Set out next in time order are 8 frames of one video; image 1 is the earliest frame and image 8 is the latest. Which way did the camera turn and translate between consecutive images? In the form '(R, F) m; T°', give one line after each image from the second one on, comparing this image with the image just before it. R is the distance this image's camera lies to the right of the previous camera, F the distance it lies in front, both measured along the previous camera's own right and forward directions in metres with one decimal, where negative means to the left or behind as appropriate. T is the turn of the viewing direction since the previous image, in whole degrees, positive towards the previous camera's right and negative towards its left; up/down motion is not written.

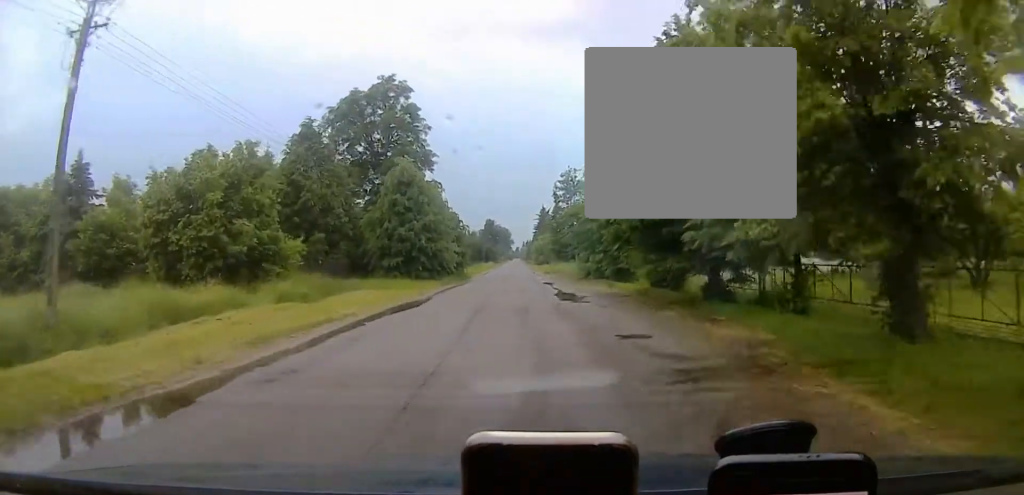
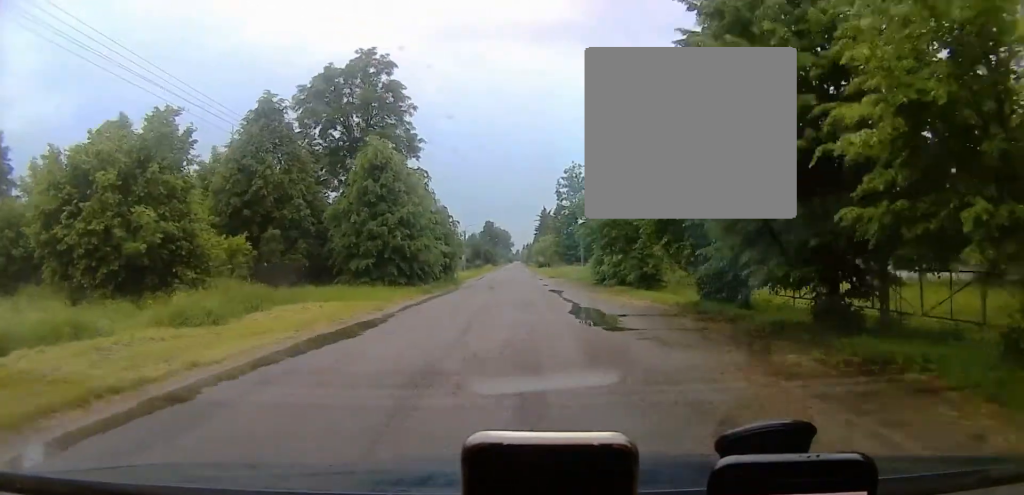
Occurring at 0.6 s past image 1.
(0.0, +8.1) m; +1°
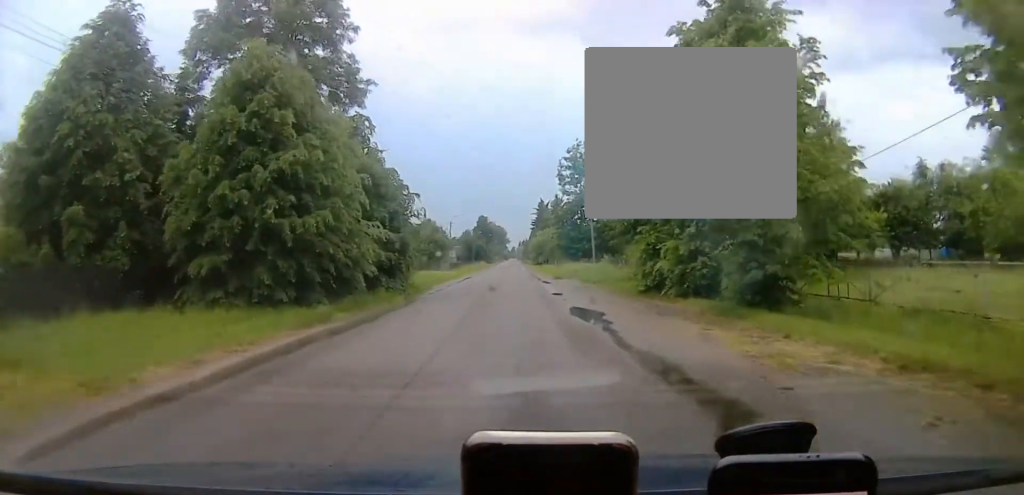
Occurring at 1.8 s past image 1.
(+0.3, +16.0) m; +2°
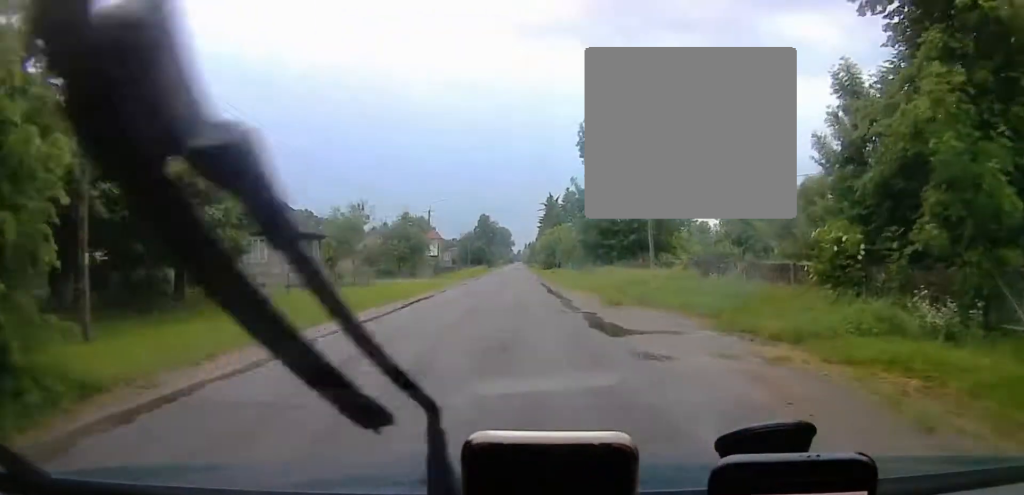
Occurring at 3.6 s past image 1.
(+0.2, +24.2) m; 0°
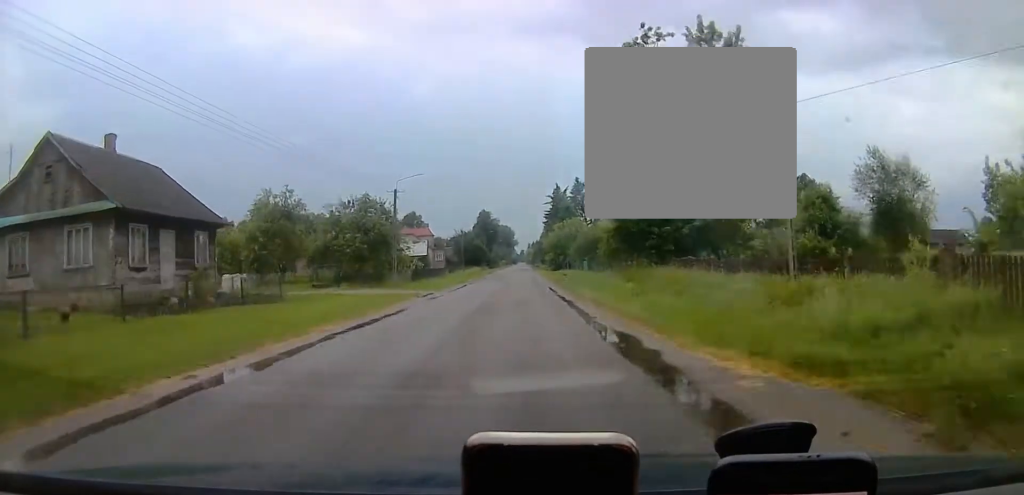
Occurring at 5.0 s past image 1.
(0.0, +17.9) m; -2°
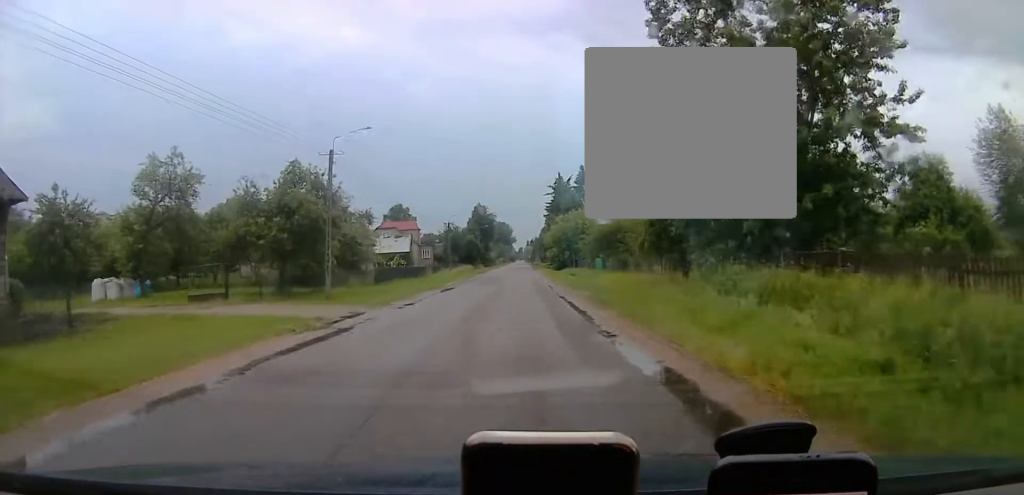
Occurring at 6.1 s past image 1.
(-0.4, +15.1) m; -2°
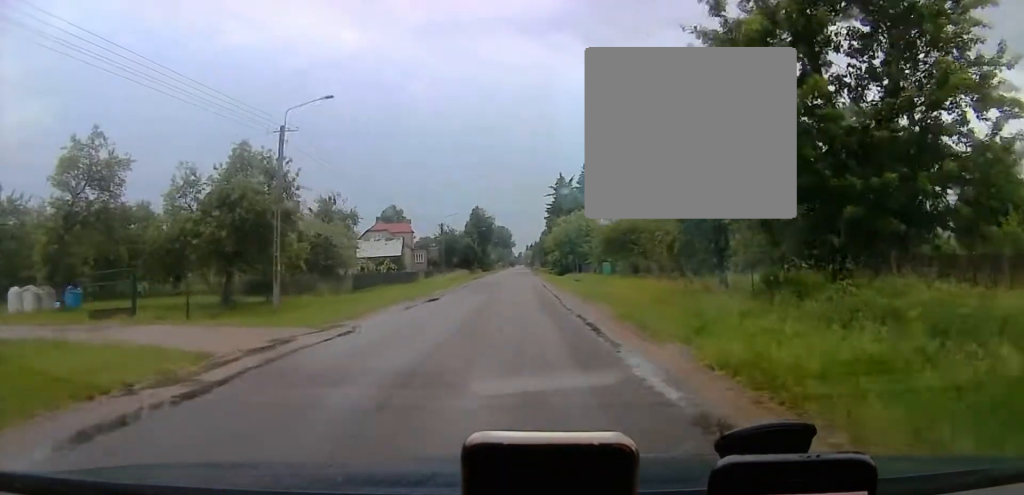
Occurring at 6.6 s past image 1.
(0.0, +6.4) m; 0°
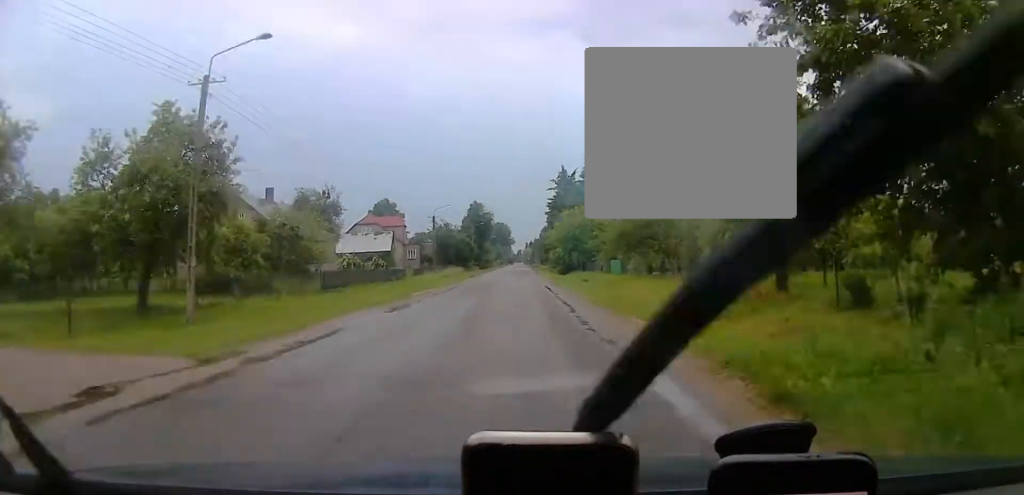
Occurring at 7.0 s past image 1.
(0.0, +5.9) m; 0°
